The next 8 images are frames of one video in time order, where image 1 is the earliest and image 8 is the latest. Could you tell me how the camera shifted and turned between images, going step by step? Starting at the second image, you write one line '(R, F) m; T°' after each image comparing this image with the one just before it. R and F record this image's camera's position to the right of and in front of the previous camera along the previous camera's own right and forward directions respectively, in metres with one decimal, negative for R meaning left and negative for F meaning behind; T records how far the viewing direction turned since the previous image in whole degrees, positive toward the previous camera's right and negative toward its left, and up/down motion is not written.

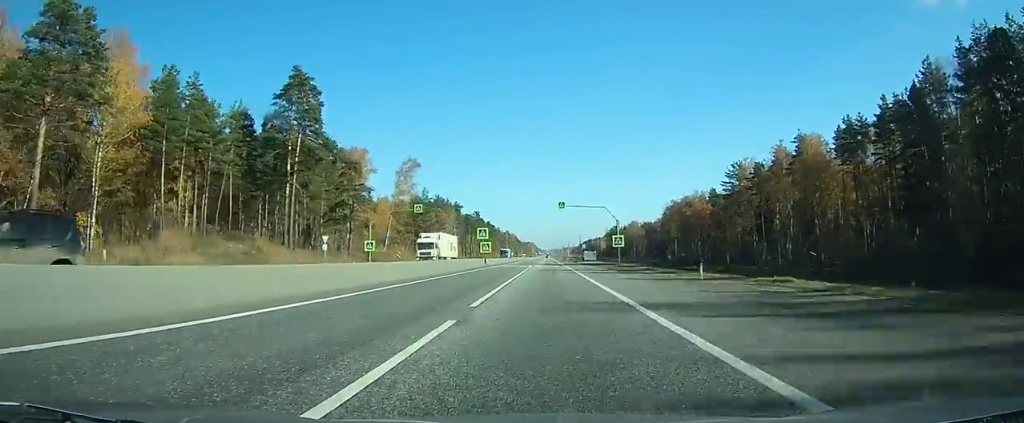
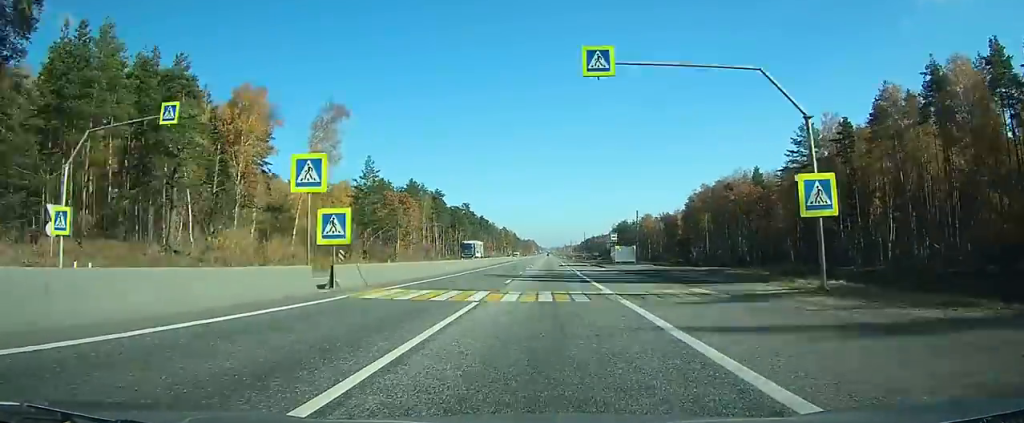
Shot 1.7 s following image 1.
(+0.2, +50.9) m; 0°
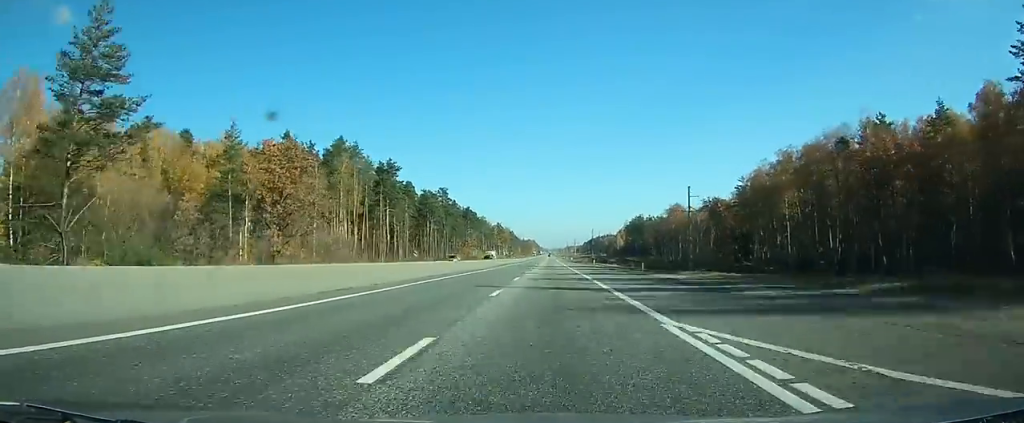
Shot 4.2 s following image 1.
(+0.1, +69.9) m; 0°
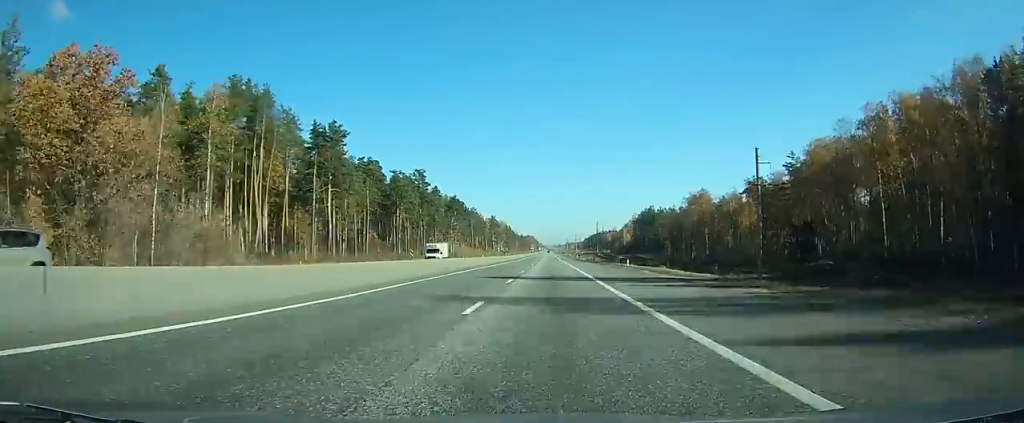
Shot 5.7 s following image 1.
(0.0, +39.8) m; 0°
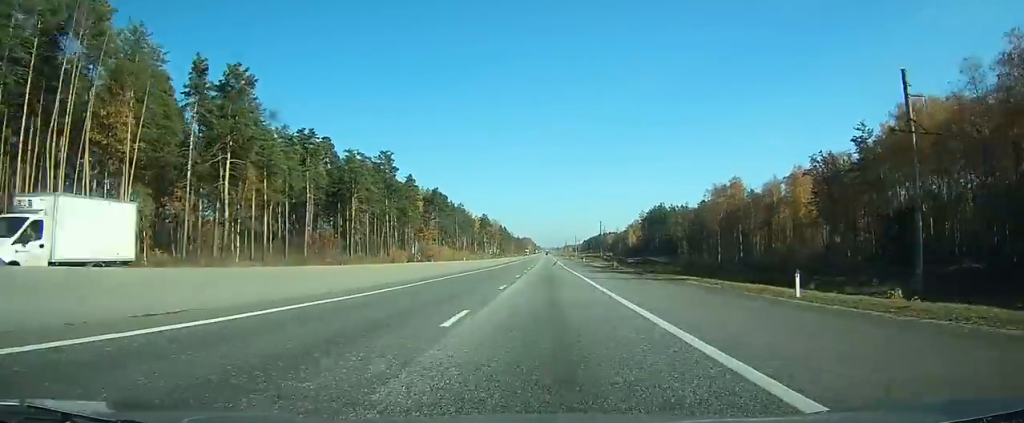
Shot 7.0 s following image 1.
(0.0, +36.2) m; 0°
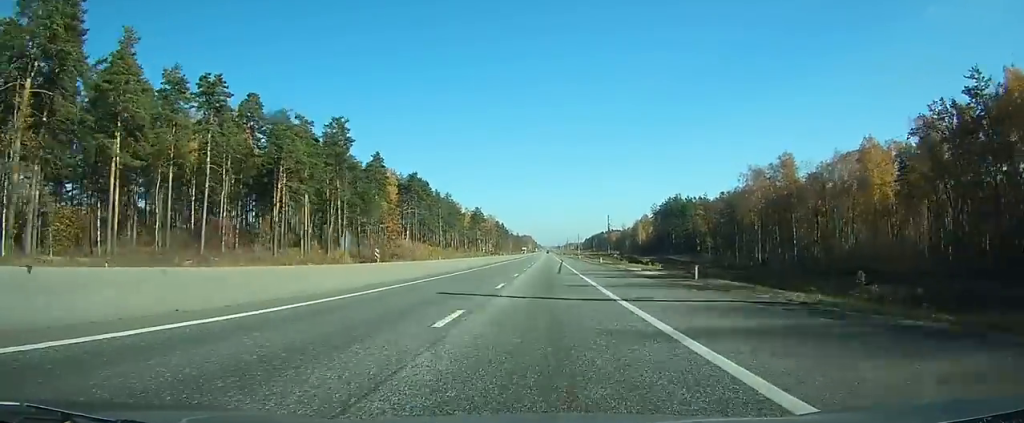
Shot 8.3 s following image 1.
(0.0, +34.9) m; 0°
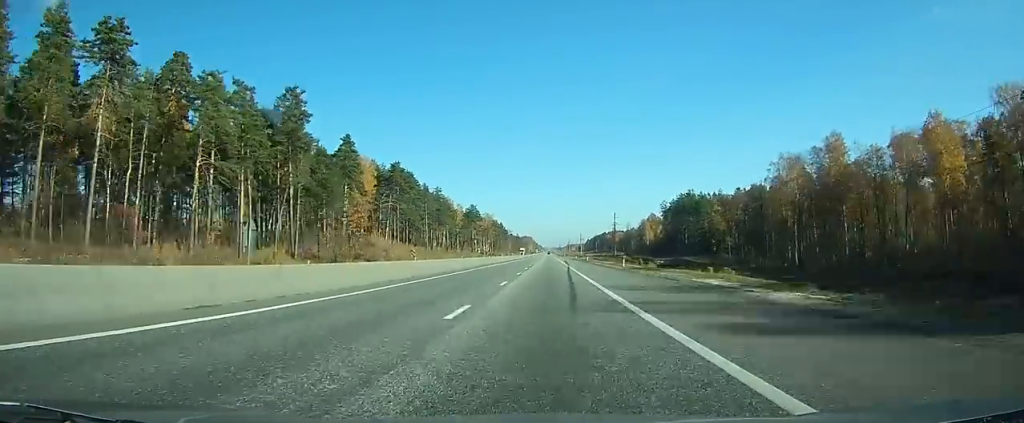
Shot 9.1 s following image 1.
(0.0, +23.8) m; 0°
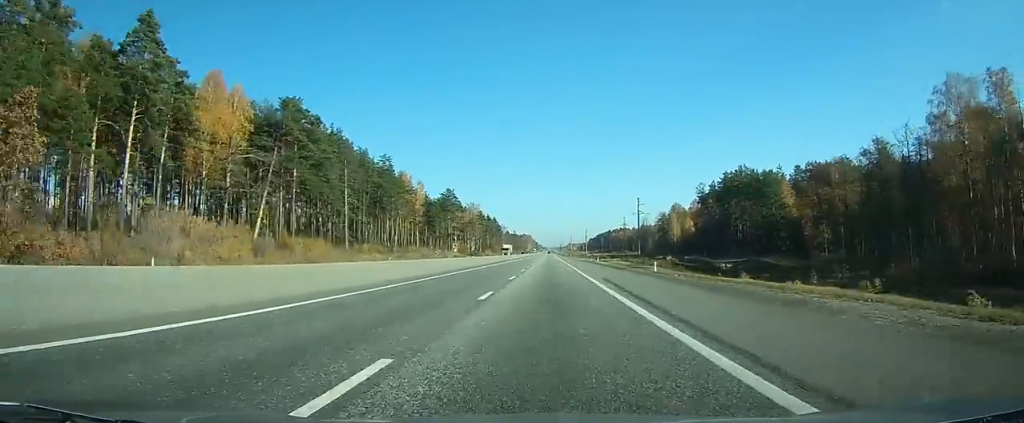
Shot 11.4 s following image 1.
(-0.2, +69.4) m; 0°
